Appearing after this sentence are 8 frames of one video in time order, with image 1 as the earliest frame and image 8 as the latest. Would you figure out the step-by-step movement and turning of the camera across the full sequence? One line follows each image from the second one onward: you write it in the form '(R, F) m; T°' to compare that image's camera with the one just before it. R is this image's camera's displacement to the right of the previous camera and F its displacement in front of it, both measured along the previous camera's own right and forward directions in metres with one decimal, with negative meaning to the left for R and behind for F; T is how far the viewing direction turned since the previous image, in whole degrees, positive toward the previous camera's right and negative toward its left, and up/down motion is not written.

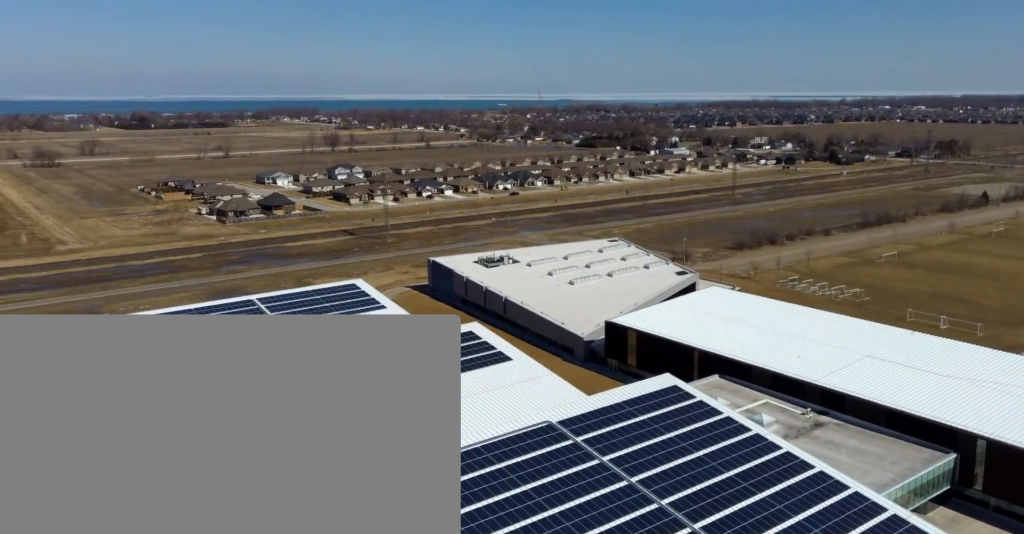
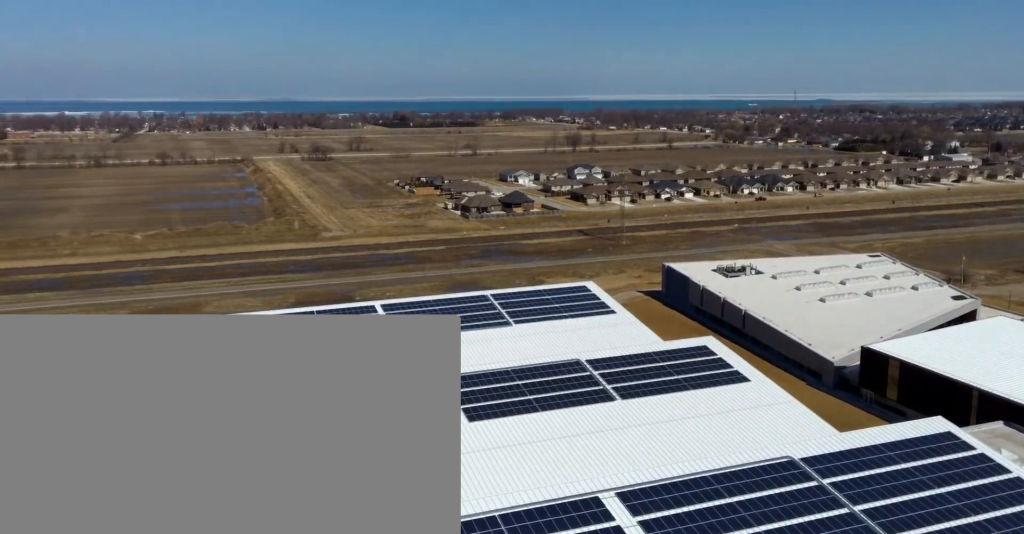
(-0.1, +3.9) m; -12°
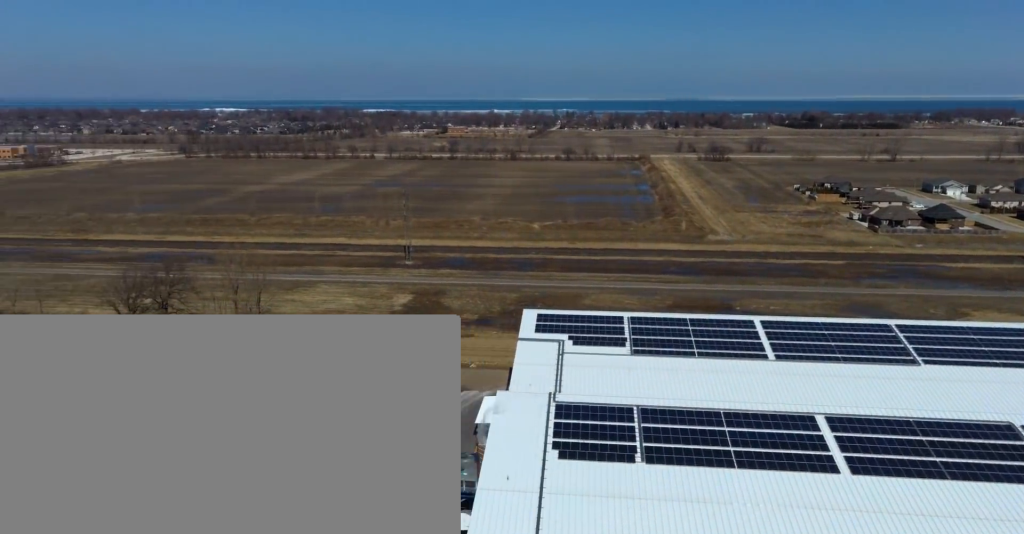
(-1.2, +5.6) m; -14°
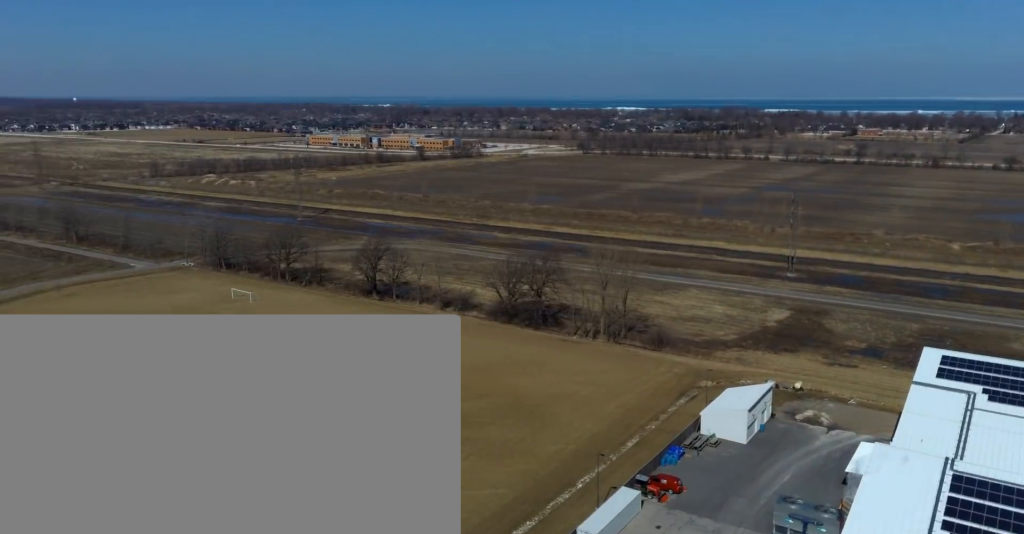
(-0.4, +5.3) m; -17°
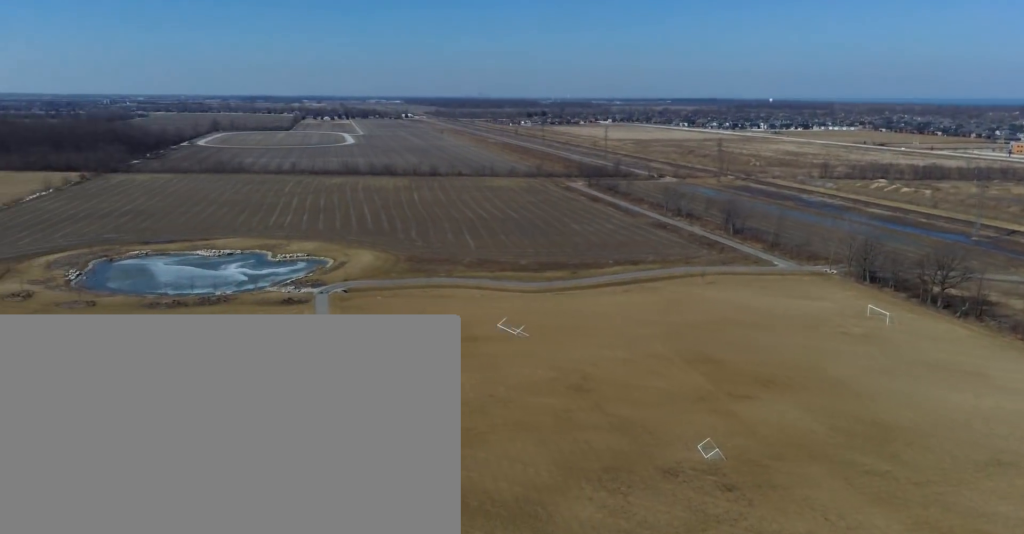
(-2.4, +7.2) m; -35°
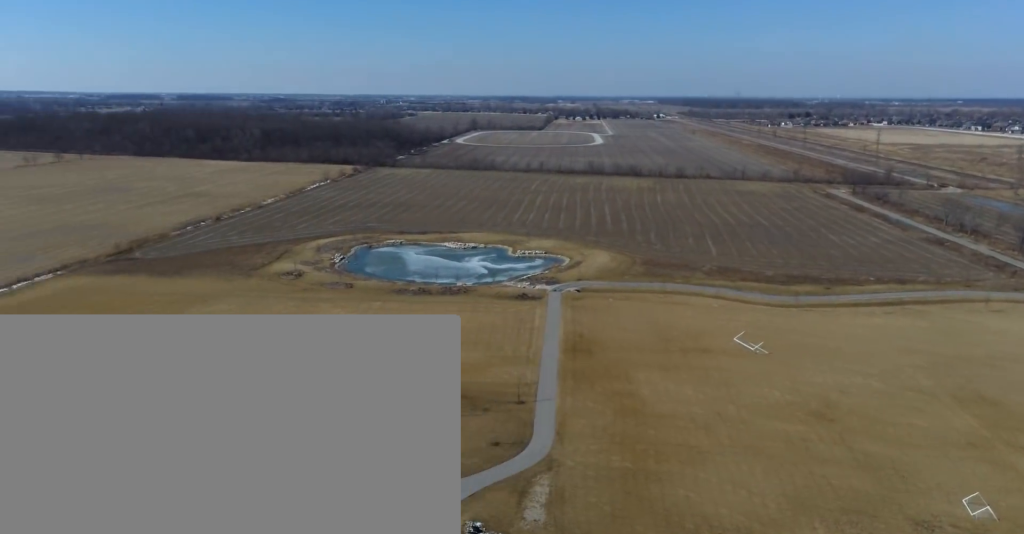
(+0.1, +2.7) m; -19°
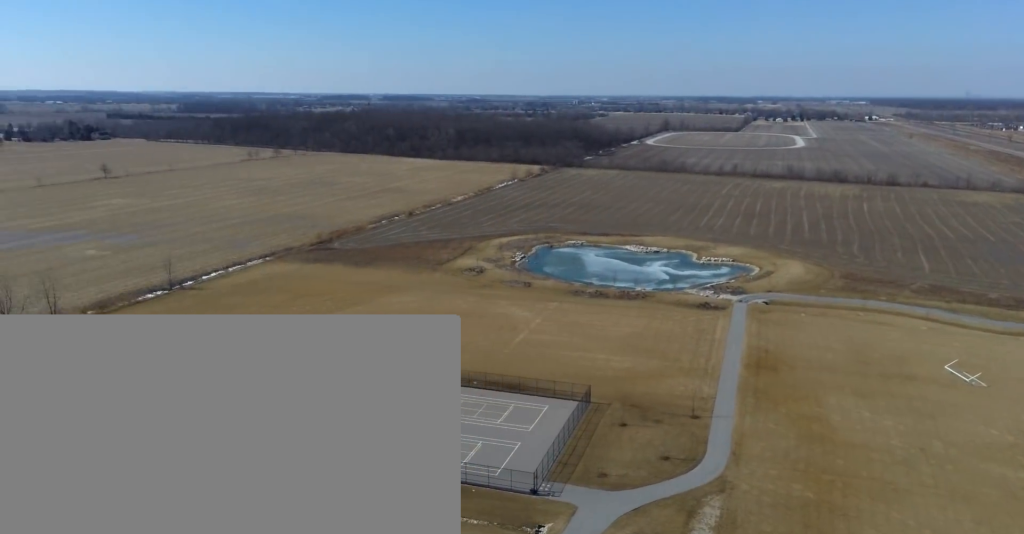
(-0.1, +1.9) m; -16°
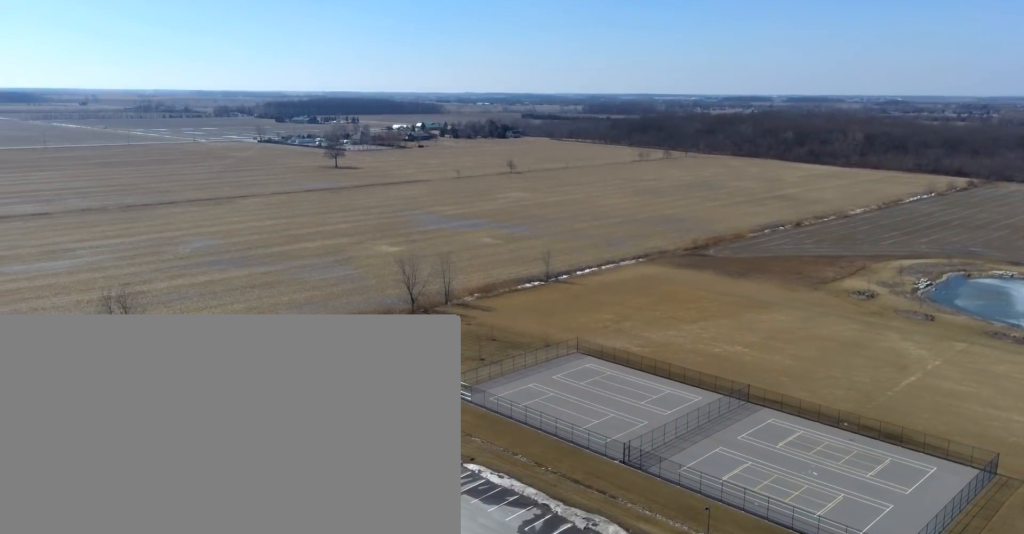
(-2.7, +5.1) m; -40°
